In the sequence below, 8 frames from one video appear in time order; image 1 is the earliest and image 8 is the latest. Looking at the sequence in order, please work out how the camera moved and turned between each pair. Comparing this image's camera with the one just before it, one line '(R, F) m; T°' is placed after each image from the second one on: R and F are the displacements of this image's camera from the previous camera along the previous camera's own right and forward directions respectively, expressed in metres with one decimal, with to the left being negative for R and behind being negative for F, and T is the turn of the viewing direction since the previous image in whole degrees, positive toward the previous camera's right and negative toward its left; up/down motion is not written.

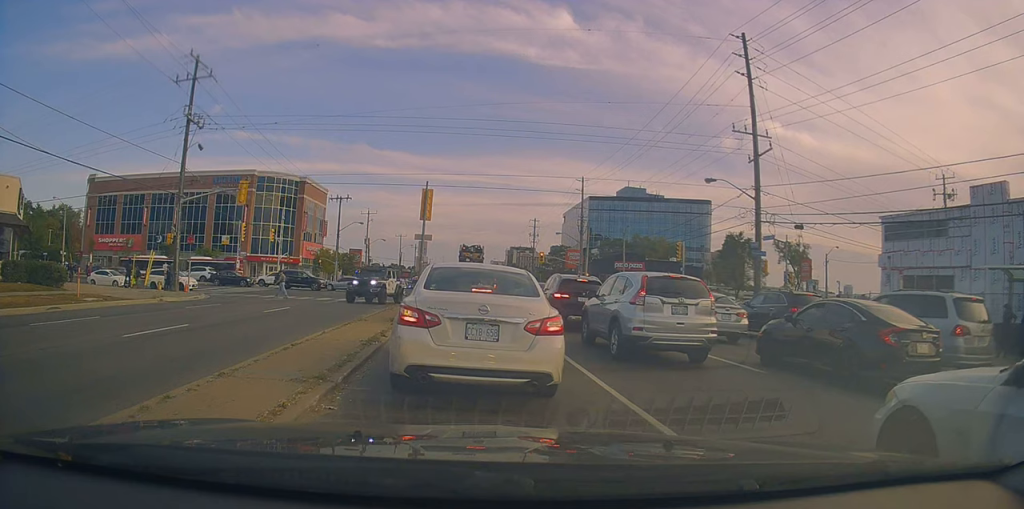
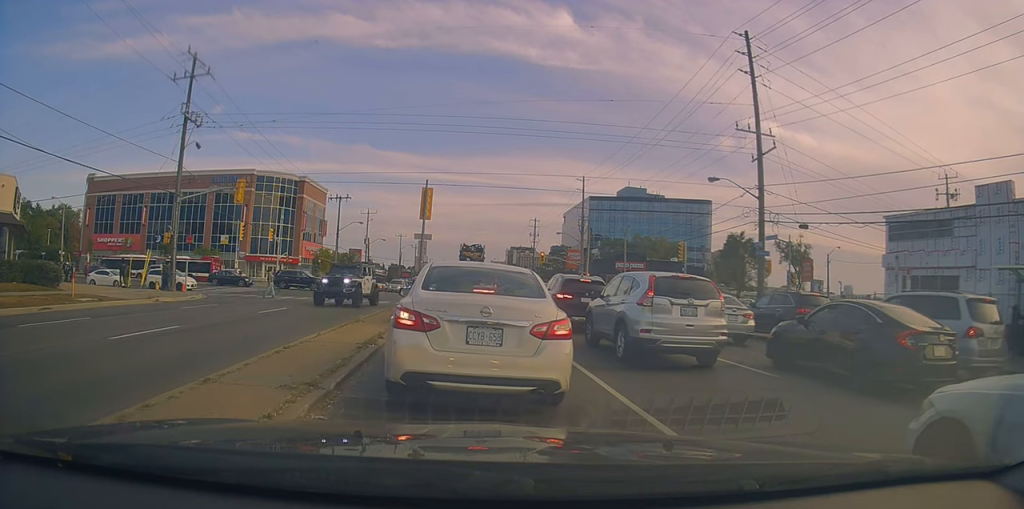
(+0.2, +0.6) m; 0°
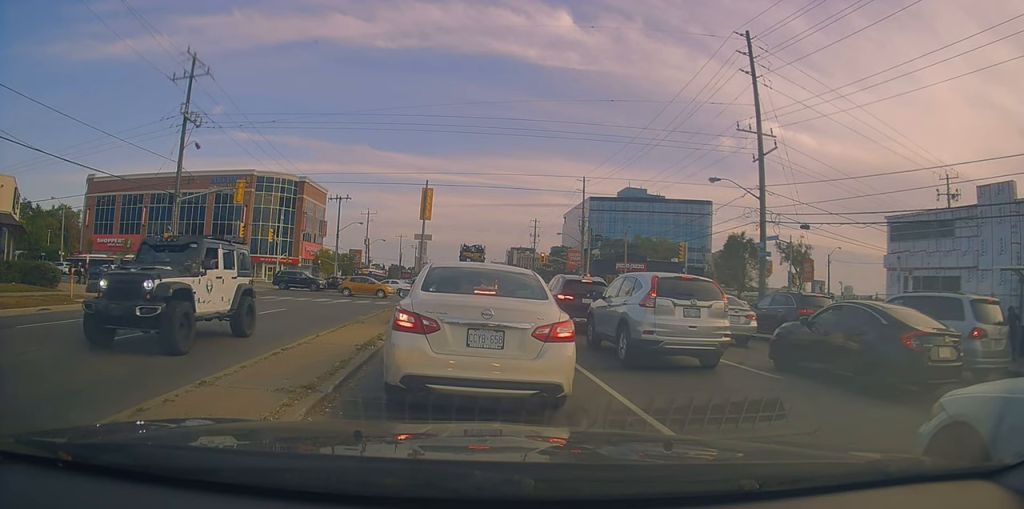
(0.0, +0.9) m; 0°
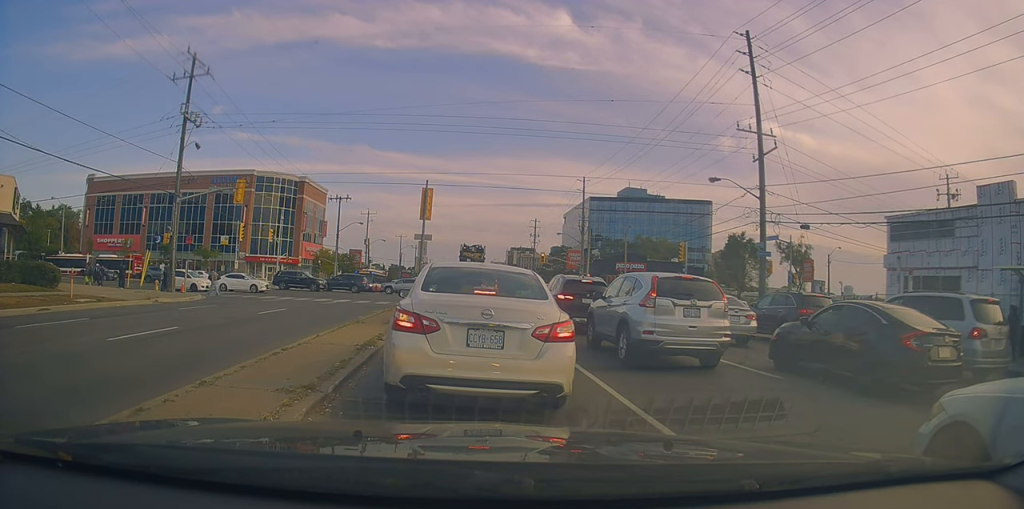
(0.0, 0.0) m; 0°
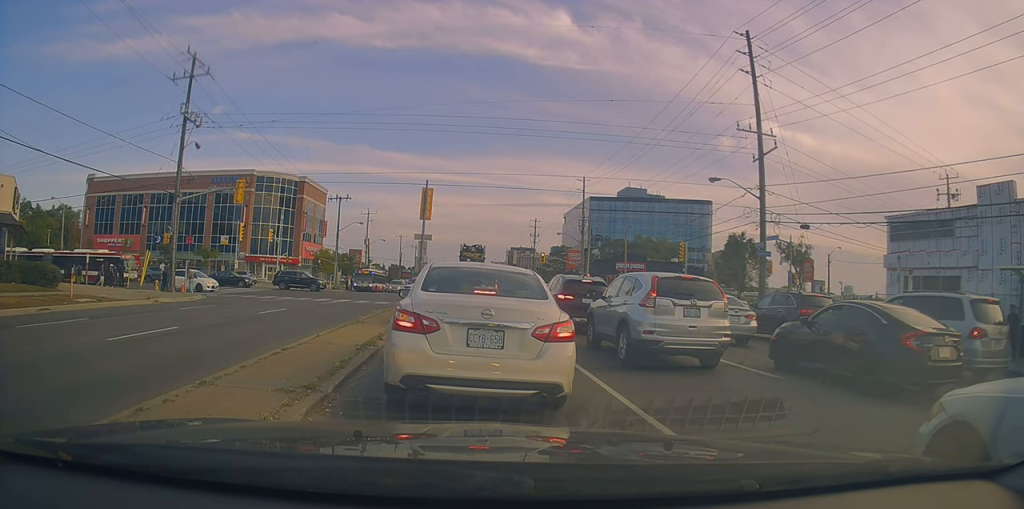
(0.0, 0.0) m; 0°
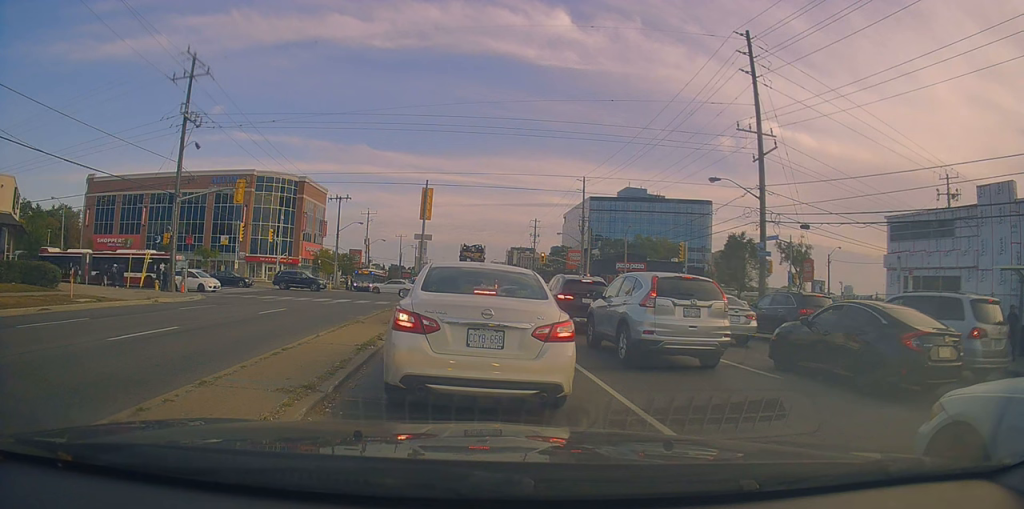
(0.0, 0.0) m; 0°
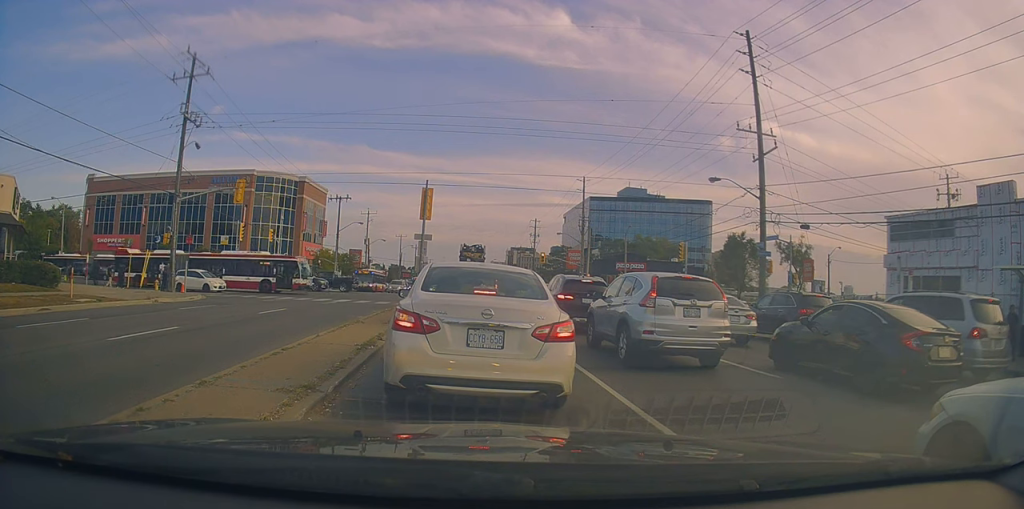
(0.0, 0.0) m; 0°
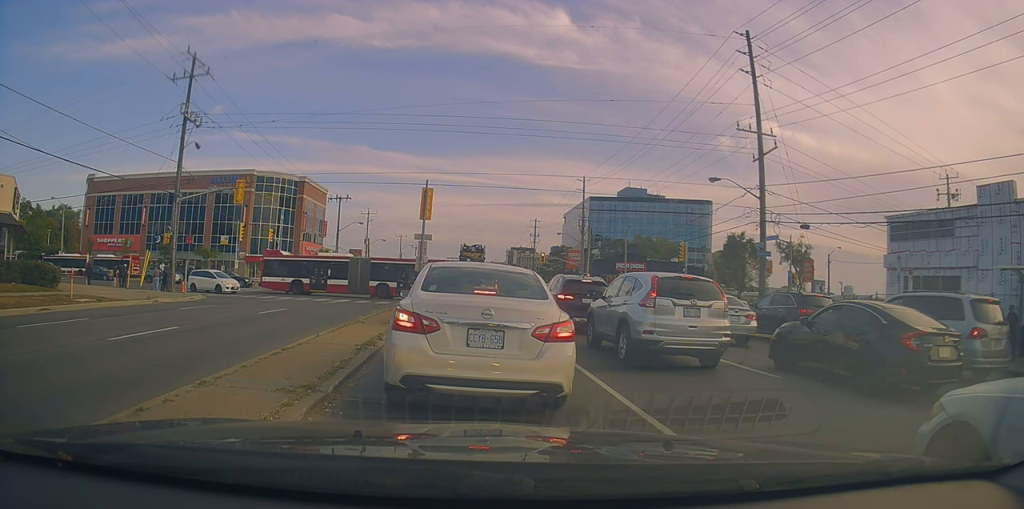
(0.0, 0.0) m; 0°
